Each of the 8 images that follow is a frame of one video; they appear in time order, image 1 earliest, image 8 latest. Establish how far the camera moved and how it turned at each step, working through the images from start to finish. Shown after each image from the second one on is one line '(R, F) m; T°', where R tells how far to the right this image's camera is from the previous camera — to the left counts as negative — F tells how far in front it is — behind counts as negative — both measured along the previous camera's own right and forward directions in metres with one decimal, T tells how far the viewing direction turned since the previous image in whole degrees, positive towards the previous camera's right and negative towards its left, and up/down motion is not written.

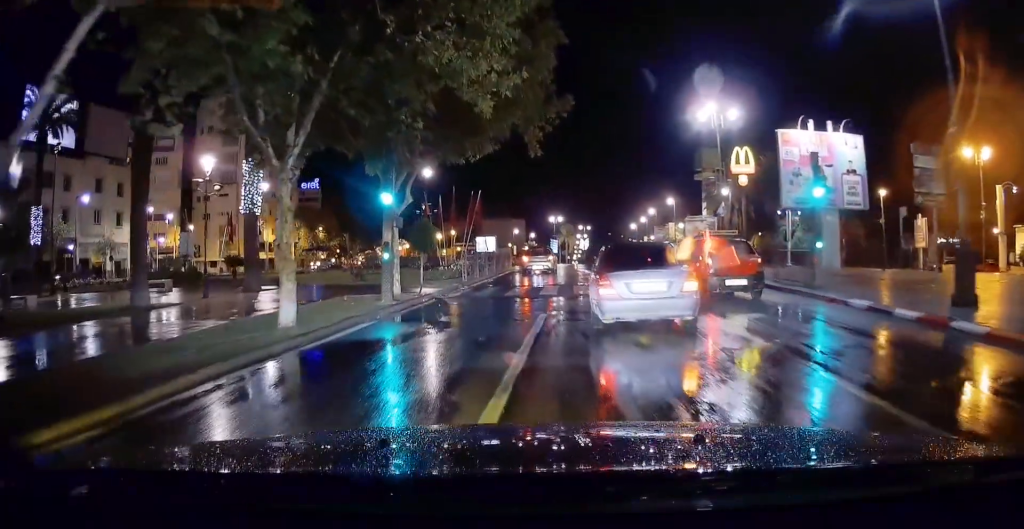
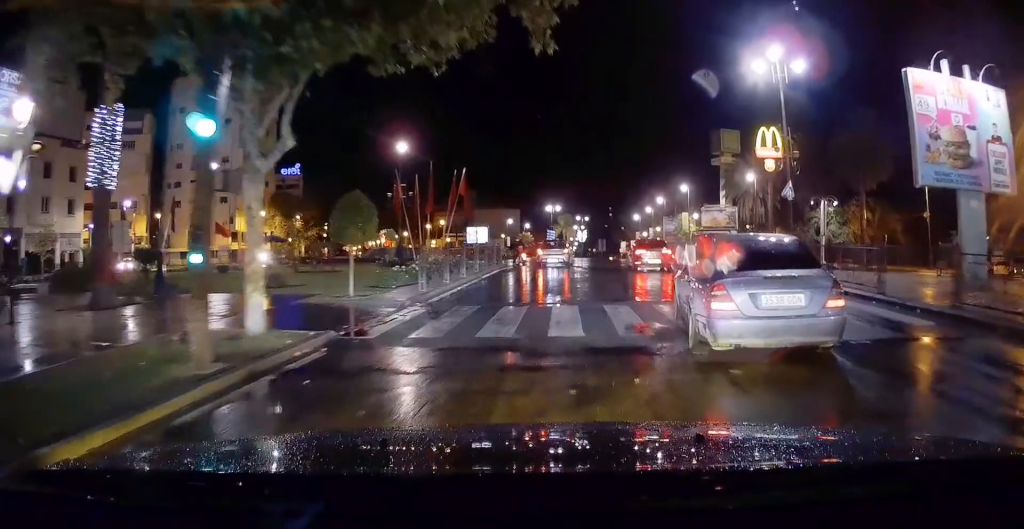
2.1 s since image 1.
(-0.3, +9.0) m; -2°
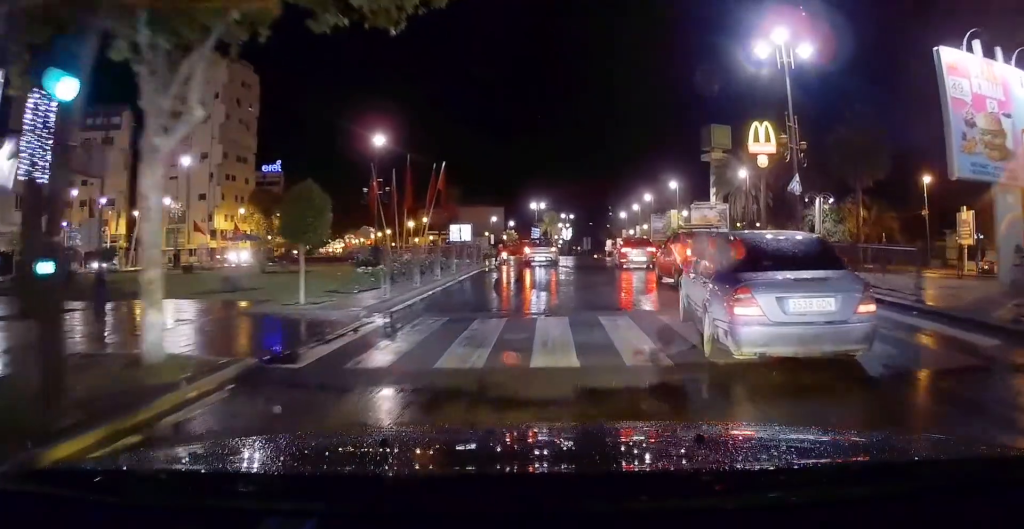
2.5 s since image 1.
(0.0, +2.2) m; +2°
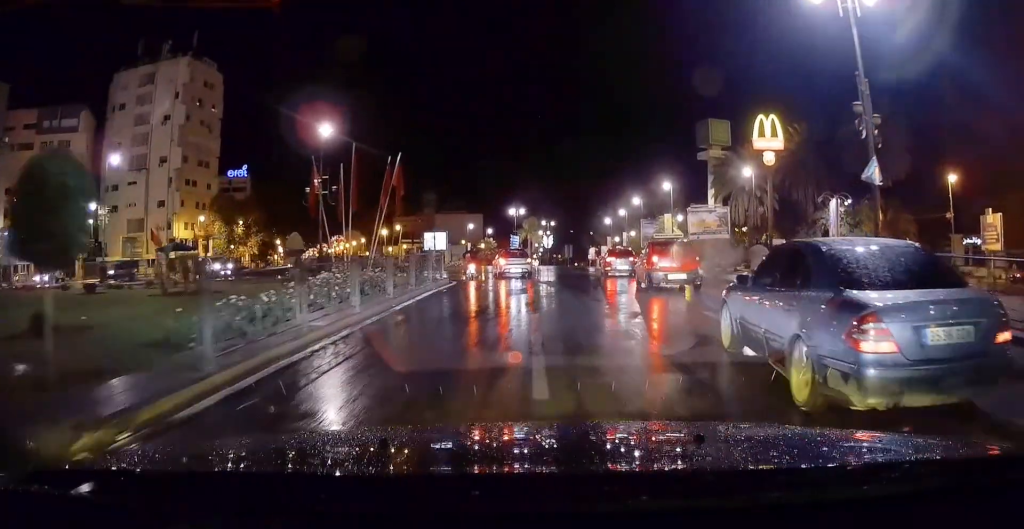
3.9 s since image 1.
(+0.3, +7.1) m; +4°
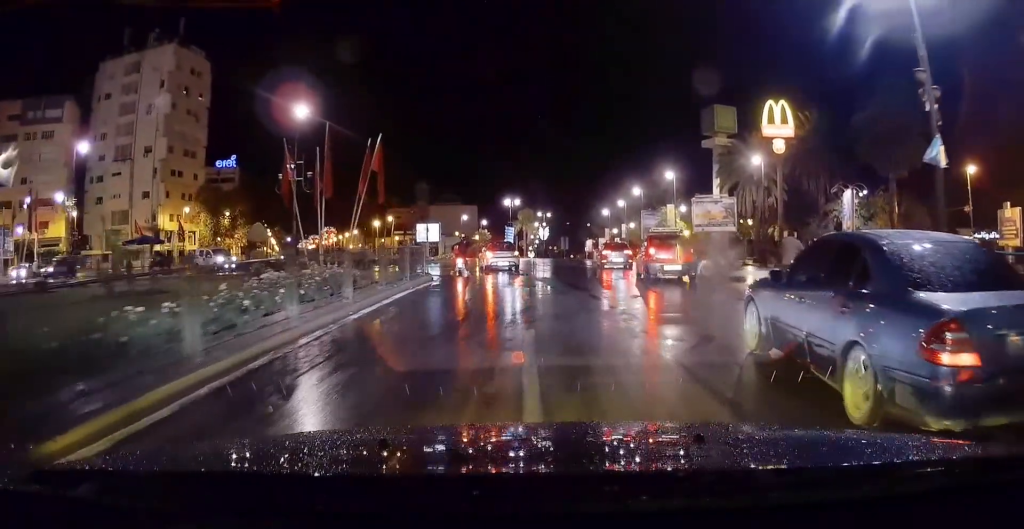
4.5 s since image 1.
(0.0, +3.3) m; +1°
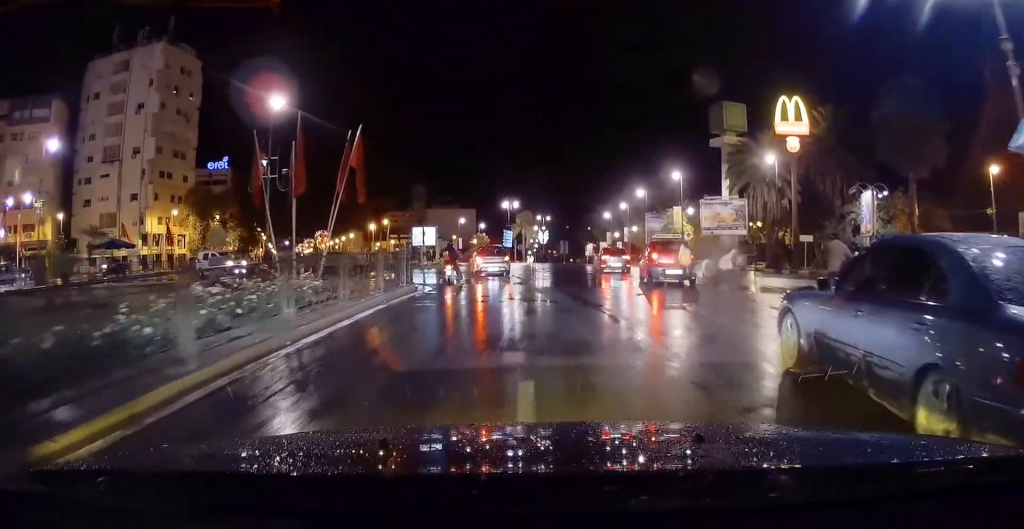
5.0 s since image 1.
(0.0, +3.1) m; 0°
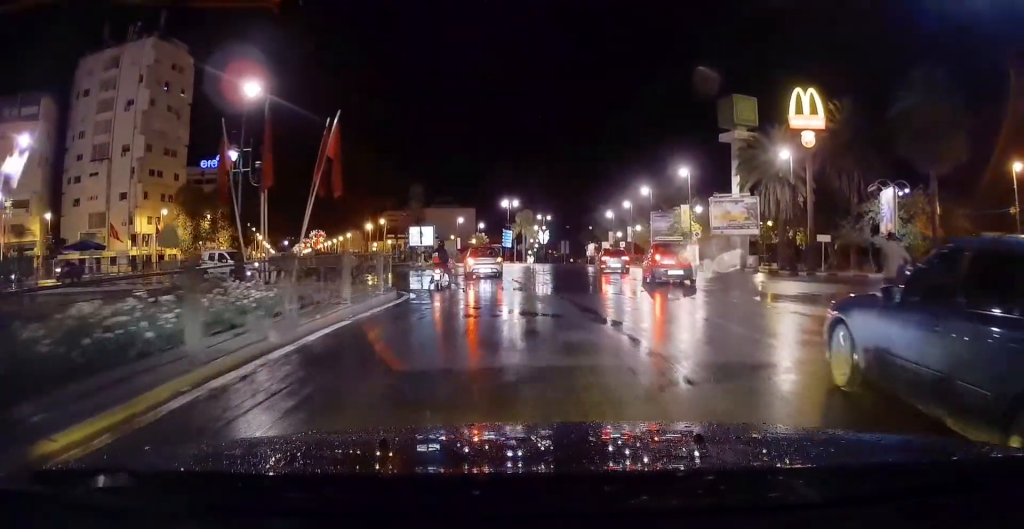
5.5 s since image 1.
(0.0, +2.8) m; 0°
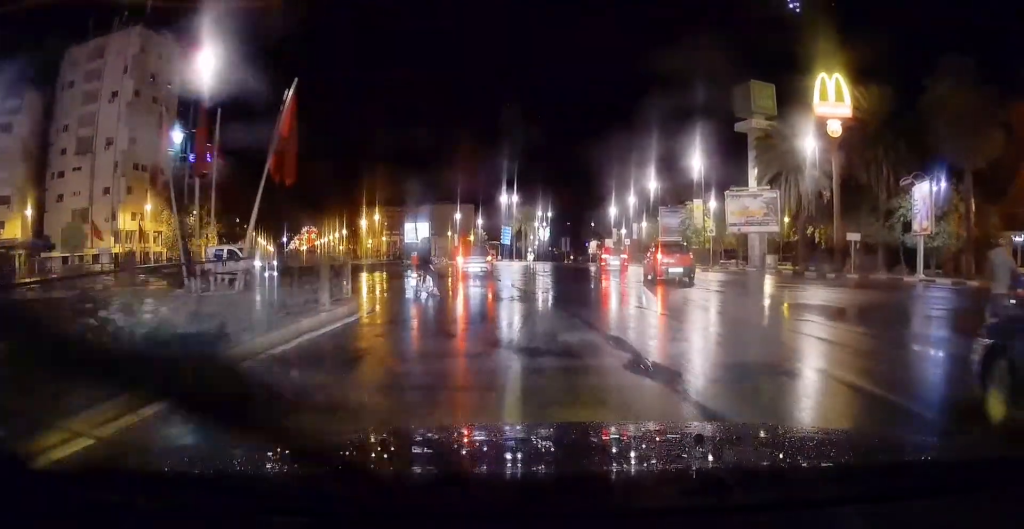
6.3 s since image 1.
(0.0, +4.1) m; 0°
